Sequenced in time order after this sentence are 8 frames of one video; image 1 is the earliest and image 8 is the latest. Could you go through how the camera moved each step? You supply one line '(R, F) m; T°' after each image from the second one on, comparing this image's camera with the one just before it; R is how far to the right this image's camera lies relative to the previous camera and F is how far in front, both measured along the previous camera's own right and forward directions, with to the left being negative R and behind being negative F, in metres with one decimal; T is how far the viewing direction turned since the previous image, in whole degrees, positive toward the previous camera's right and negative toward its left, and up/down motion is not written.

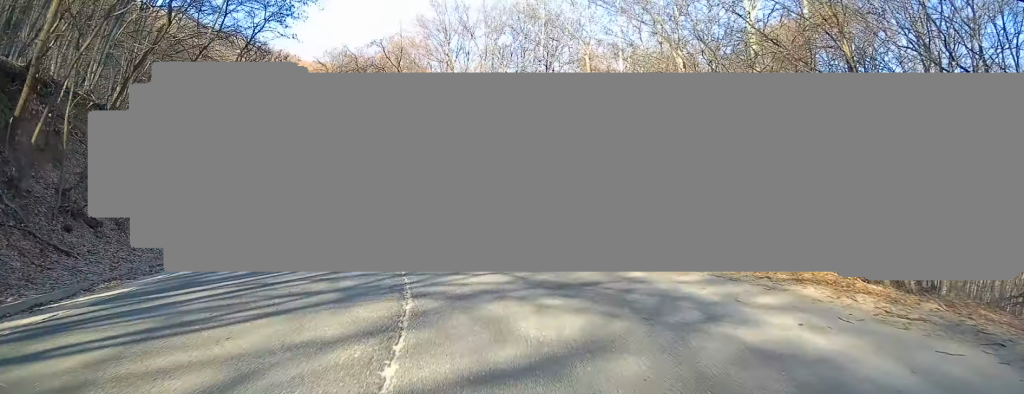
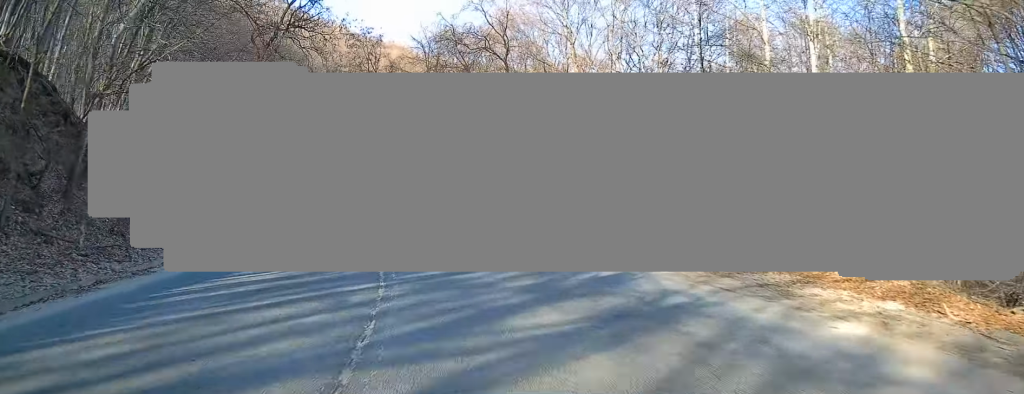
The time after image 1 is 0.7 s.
(-0.5, +10.2) m; -11°
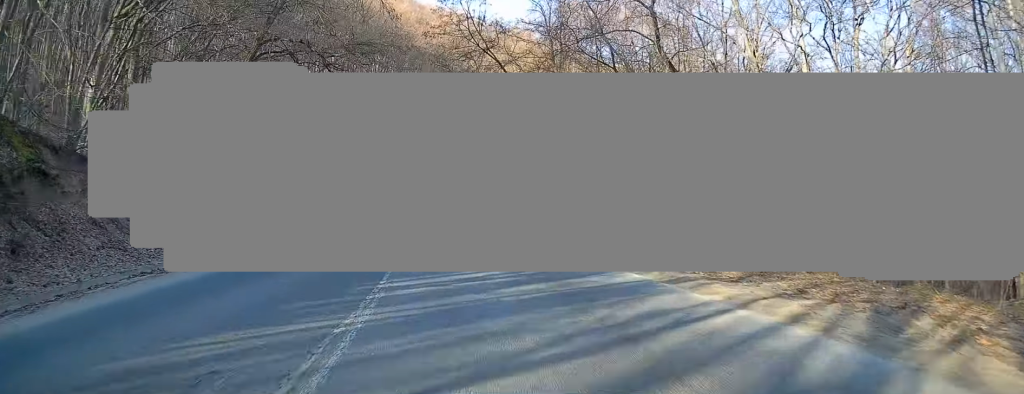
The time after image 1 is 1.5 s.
(-1.7, +11.1) m; -12°
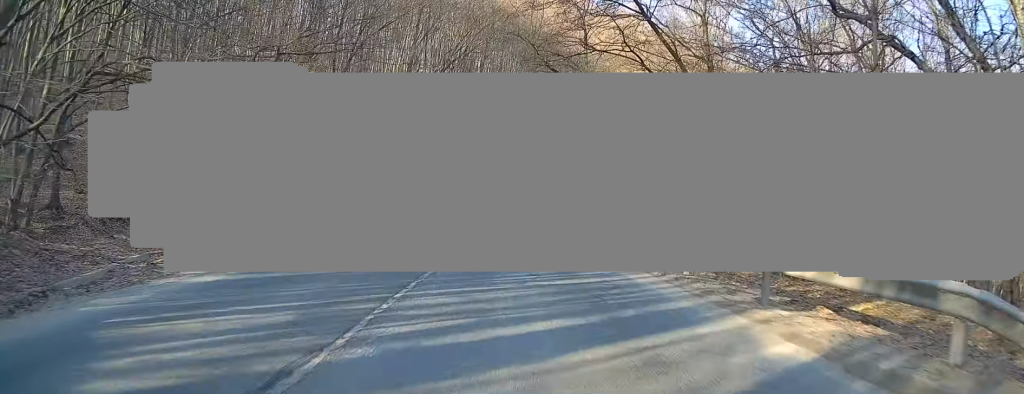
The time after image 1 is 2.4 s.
(-1.5, +14.0) m; -7°
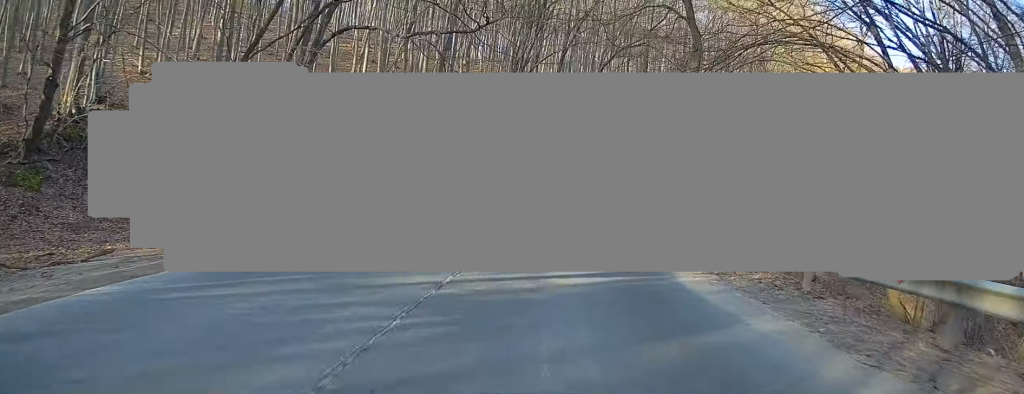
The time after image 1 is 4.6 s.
(-1.0, +31.8) m; -2°
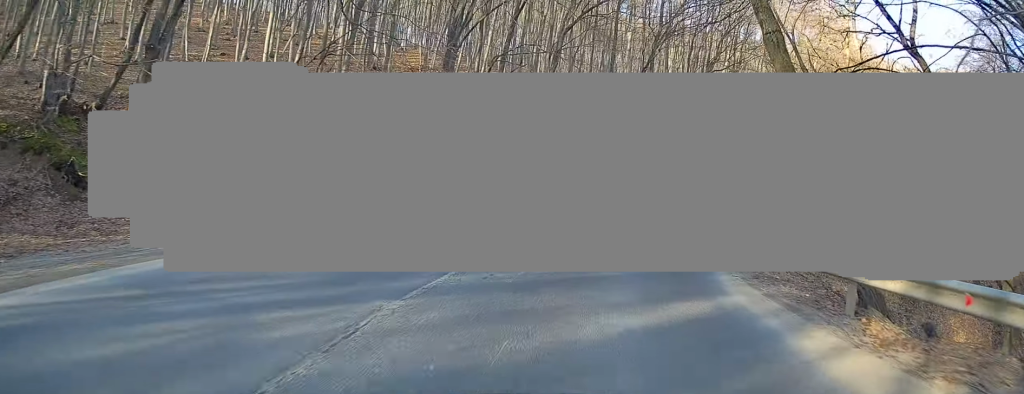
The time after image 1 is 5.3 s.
(+0.2, +9.4) m; +5°
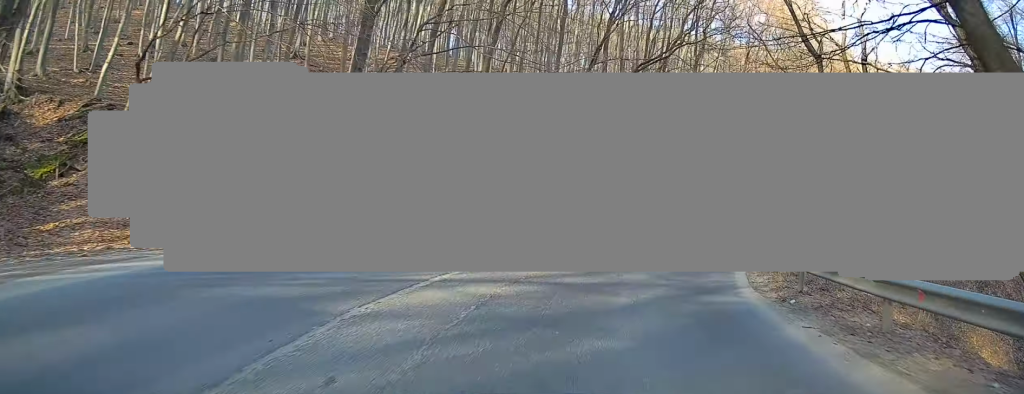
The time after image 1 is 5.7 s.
(-0.1, +5.7) m; +4°
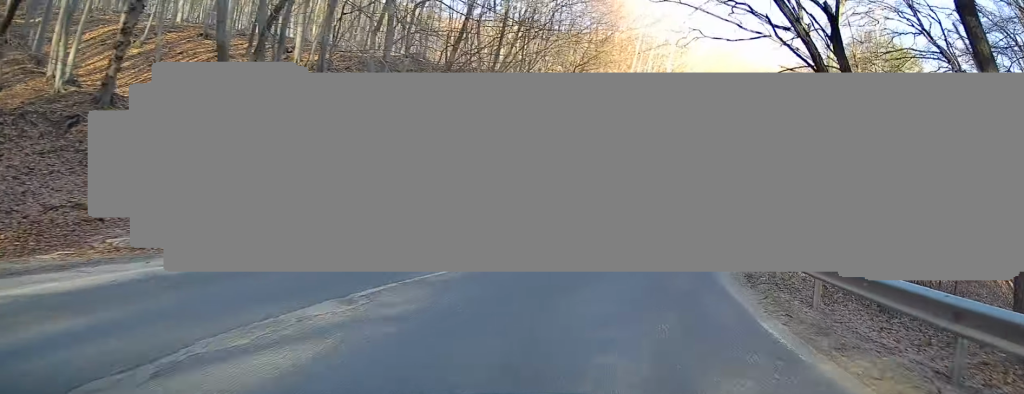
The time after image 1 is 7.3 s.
(+4.0, +19.2) m; +25°
